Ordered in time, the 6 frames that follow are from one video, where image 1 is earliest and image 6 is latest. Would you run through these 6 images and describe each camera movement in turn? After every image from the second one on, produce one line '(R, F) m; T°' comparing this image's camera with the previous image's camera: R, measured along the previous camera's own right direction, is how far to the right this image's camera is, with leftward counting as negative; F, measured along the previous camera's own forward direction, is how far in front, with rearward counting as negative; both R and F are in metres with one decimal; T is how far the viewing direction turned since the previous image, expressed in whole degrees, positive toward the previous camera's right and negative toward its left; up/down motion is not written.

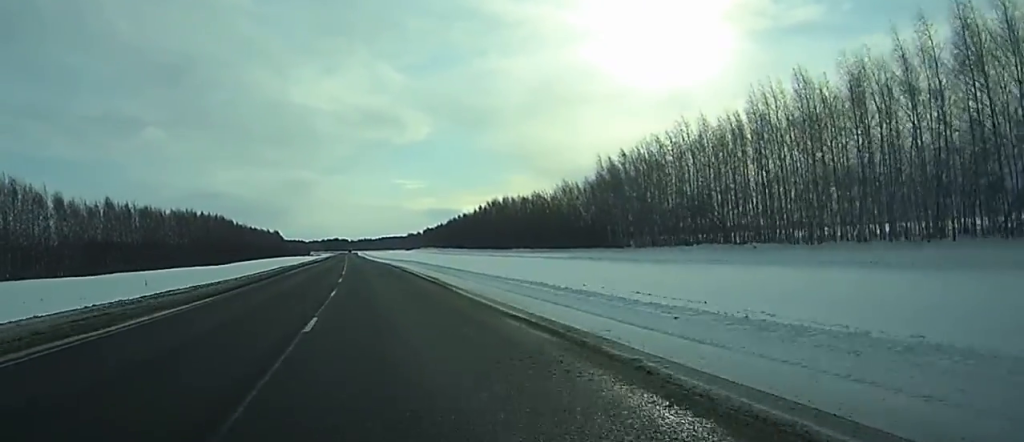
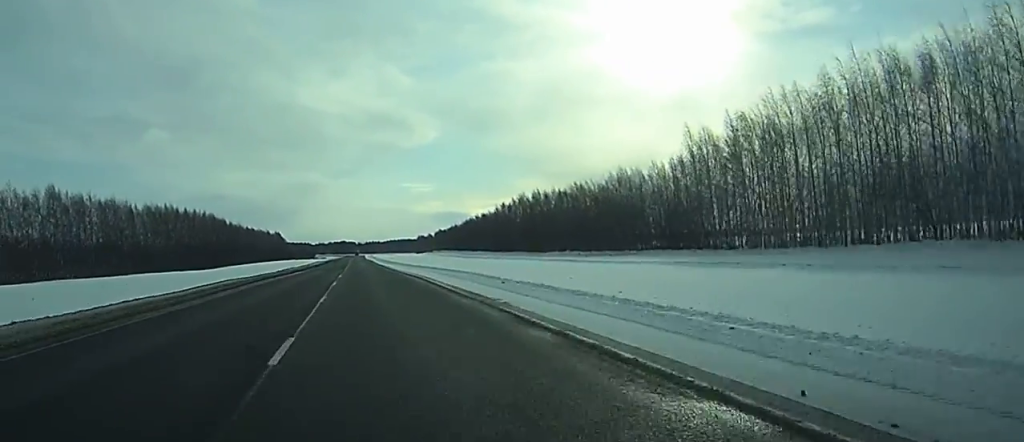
(+0.1, +40.9) m; 0°
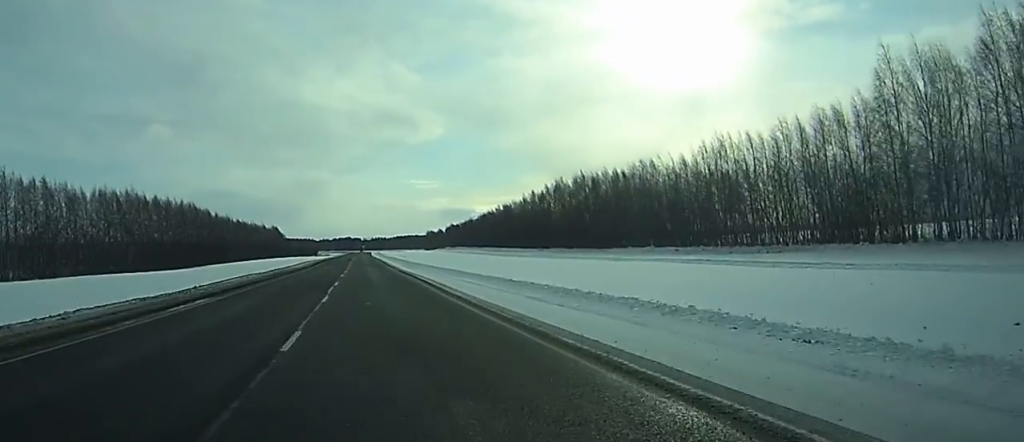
(-0.5, +46.6) m; -1°
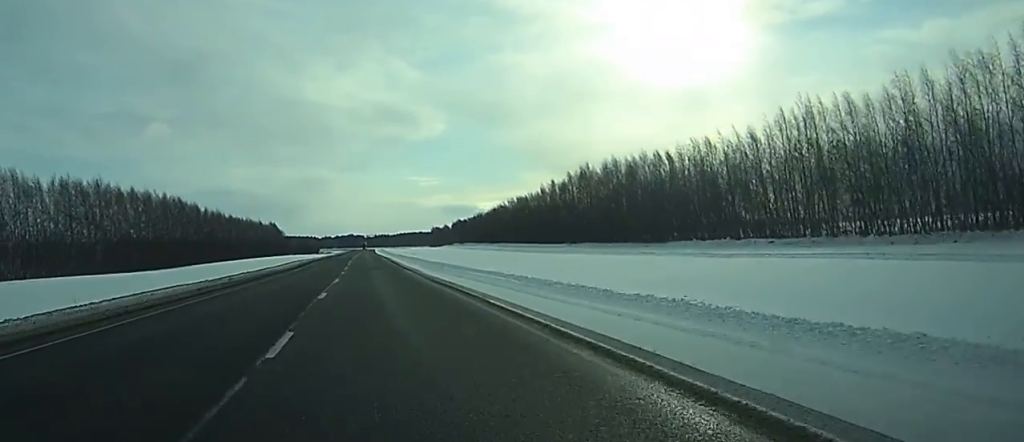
(0.0, +25.7) m; 0°
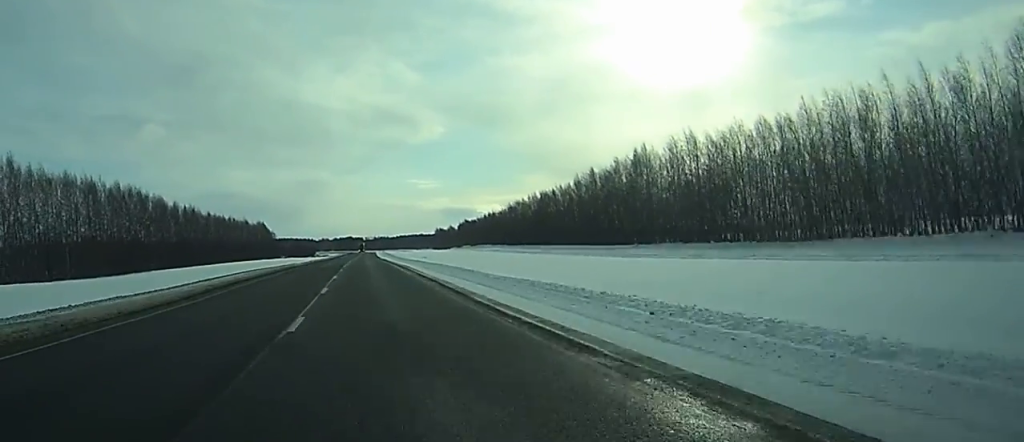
(-0.1, +44.5) m; 0°
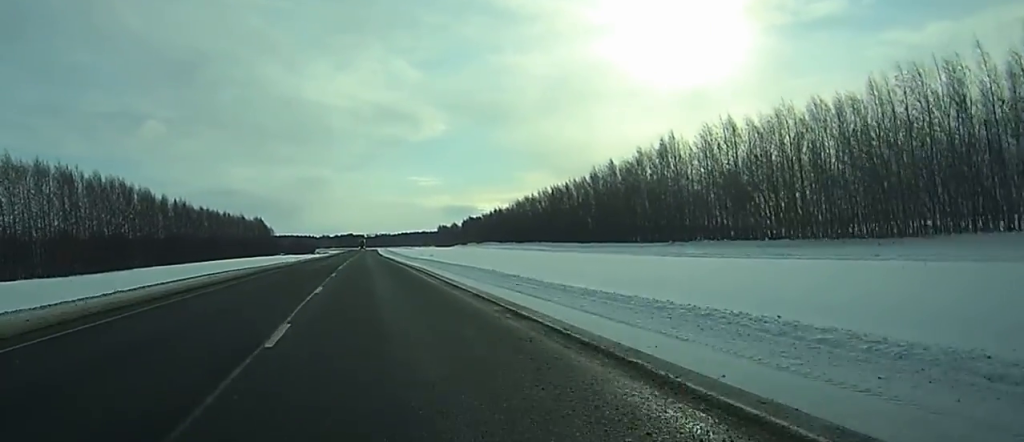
(-0.1, +15.1) m; 0°
